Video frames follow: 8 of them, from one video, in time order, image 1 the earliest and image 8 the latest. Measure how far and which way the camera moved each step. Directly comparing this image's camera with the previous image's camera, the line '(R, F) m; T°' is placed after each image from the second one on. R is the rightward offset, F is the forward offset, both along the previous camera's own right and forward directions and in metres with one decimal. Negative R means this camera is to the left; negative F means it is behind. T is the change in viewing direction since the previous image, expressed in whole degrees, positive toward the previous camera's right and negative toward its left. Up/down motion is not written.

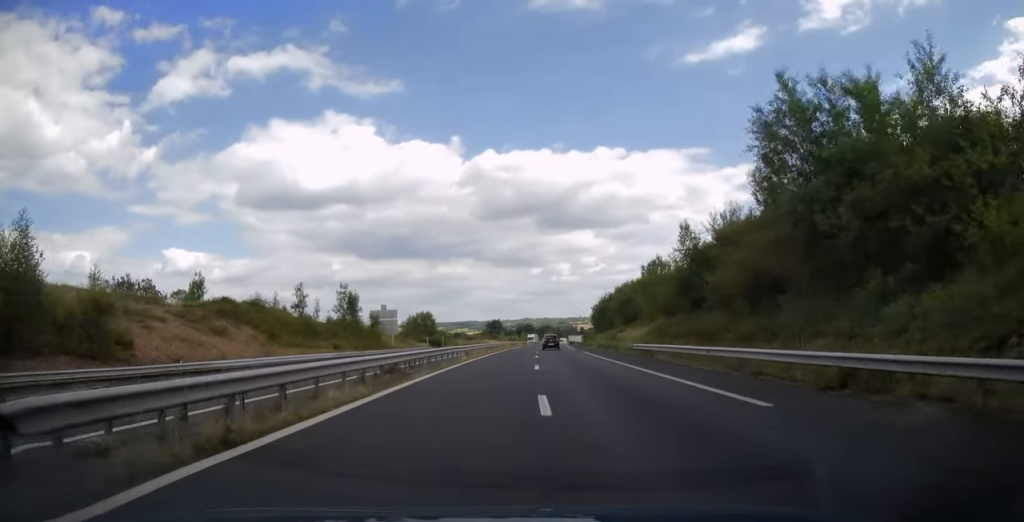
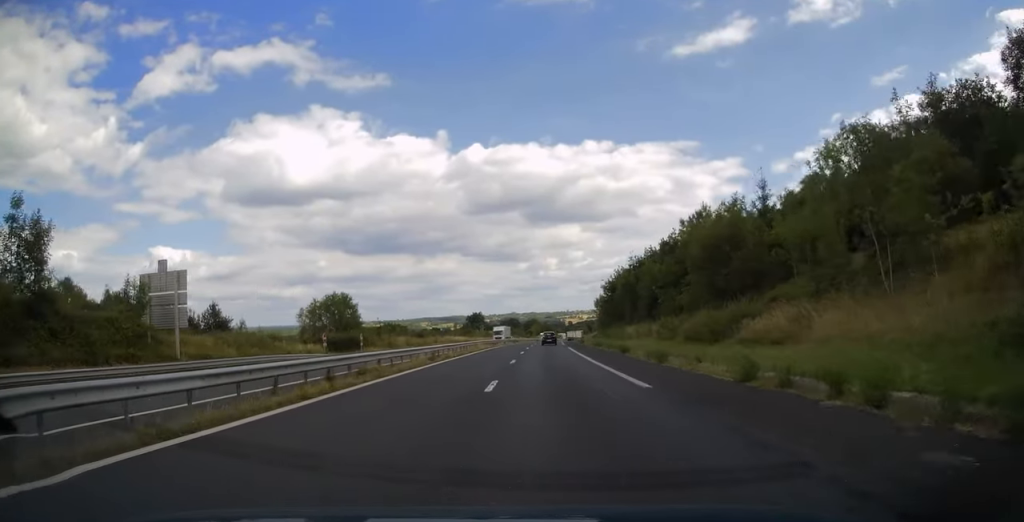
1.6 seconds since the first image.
(+0.7, +48.7) m; +1°
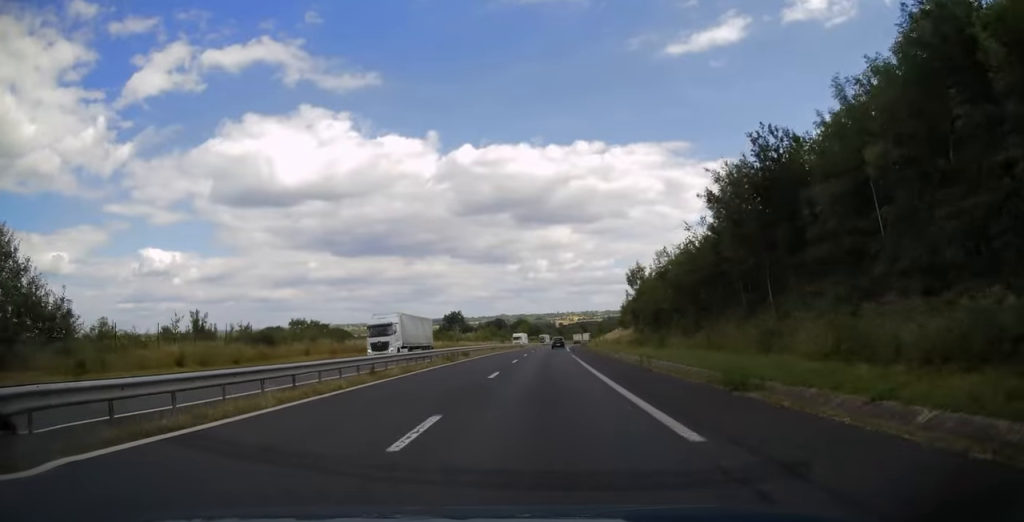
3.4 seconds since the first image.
(+0.2, +59.8) m; +1°
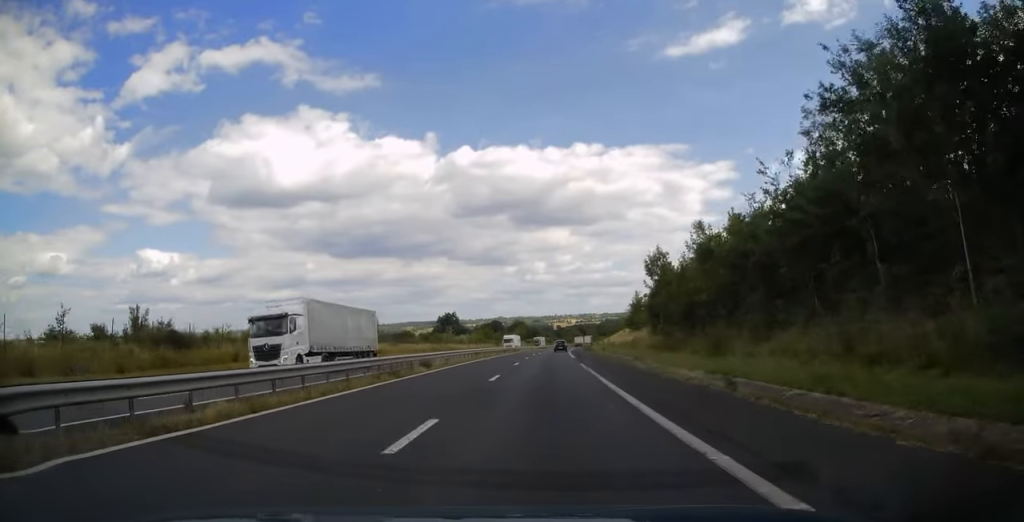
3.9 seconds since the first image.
(0.0, +13.2) m; 0°
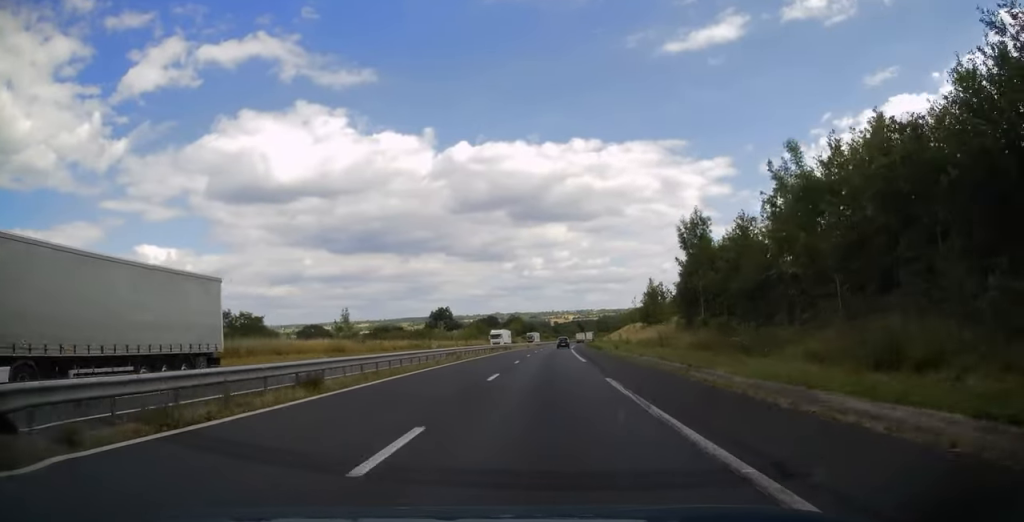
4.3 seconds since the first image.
(0.0, +14.3) m; 0°
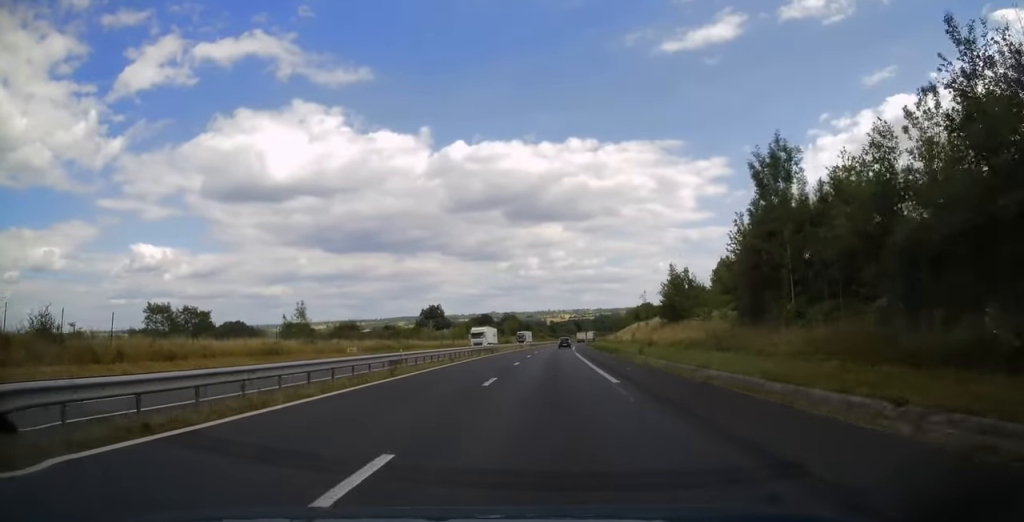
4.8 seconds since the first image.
(+0.1, +14.8) m; 0°
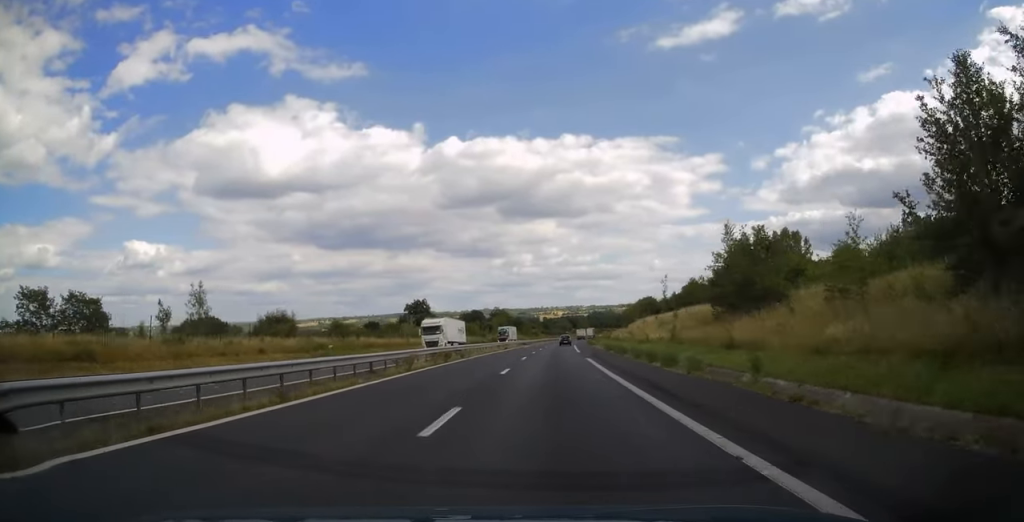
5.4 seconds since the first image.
(+0.1, +21.4) m; 0°
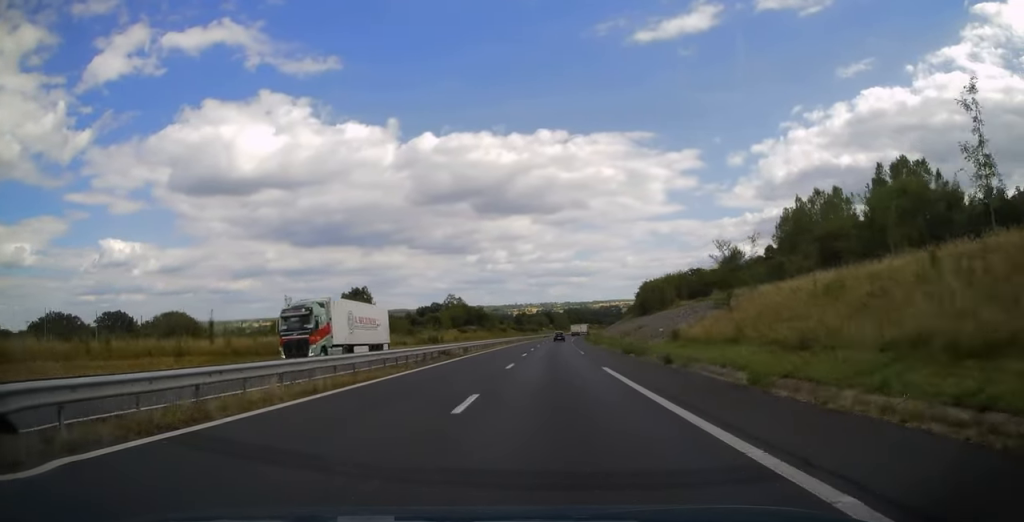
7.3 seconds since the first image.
(+1.4, +63.4) m; +3°
